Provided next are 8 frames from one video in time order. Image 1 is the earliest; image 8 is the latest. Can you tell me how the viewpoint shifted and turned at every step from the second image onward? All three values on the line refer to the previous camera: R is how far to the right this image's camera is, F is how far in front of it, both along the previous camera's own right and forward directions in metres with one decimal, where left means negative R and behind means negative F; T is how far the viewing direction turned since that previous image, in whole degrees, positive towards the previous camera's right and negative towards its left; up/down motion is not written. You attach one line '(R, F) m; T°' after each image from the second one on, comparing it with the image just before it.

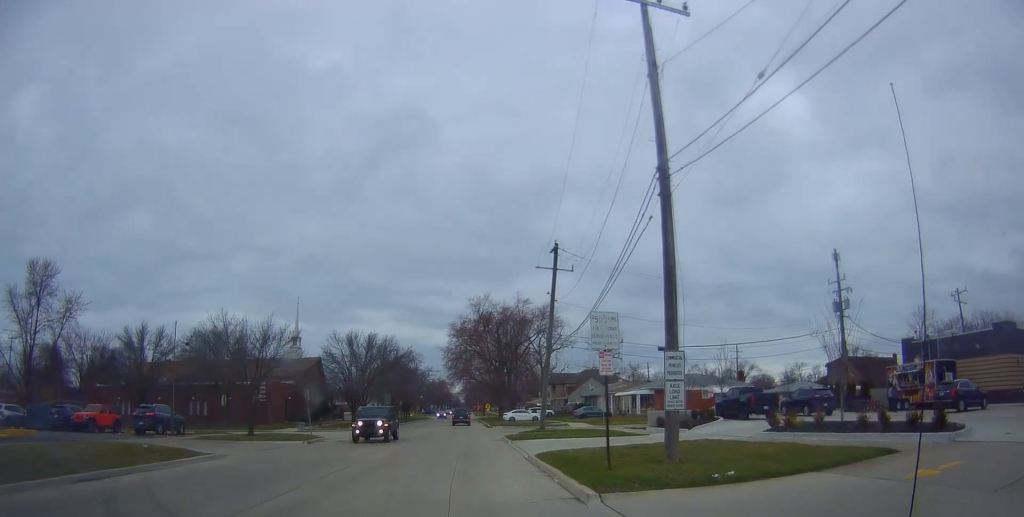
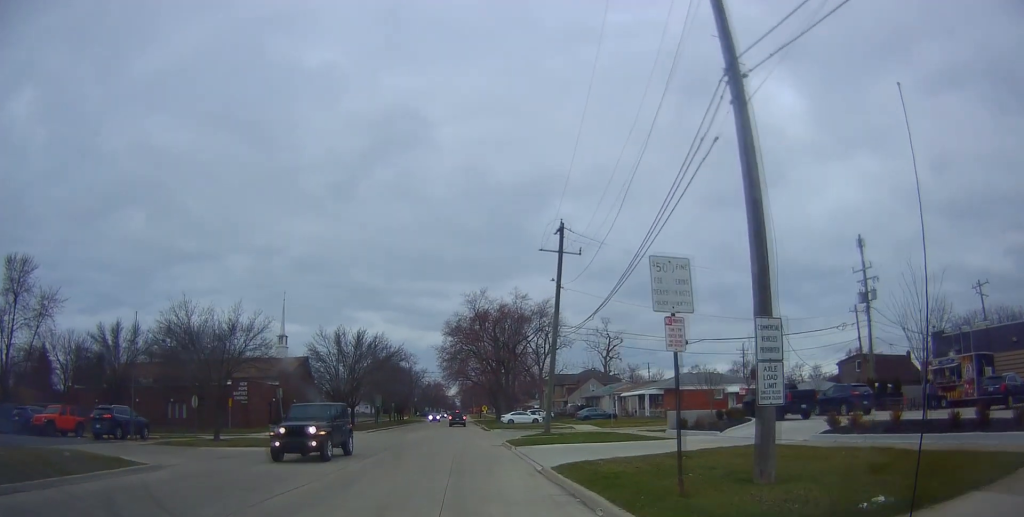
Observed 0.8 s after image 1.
(+0.7, +3.8) m; +8°
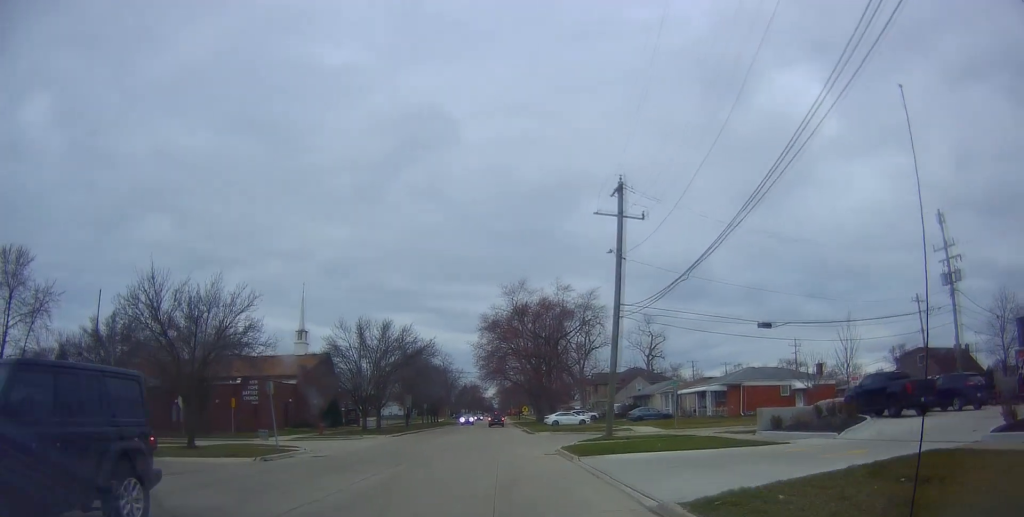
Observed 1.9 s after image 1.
(-0.1, +5.6) m; -3°
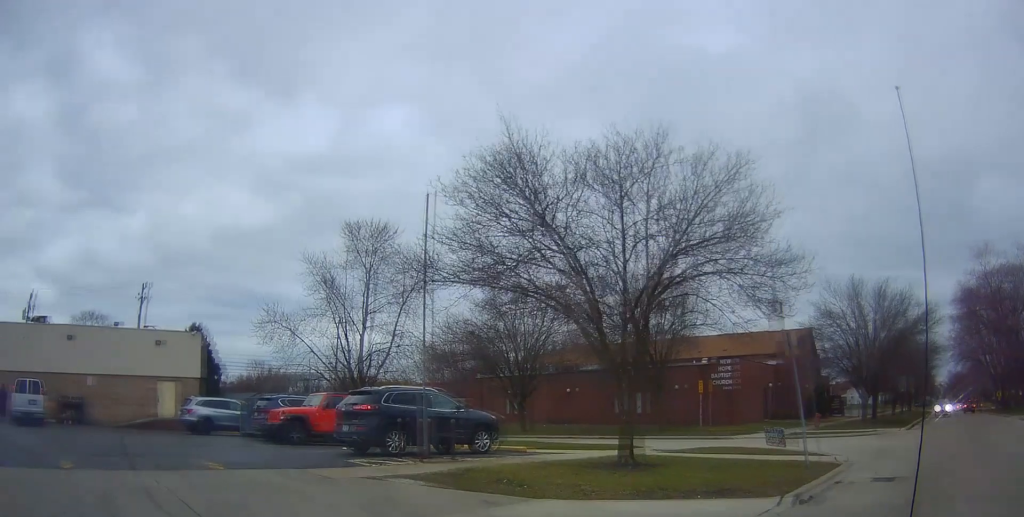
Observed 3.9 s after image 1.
(-1.1, +11.0) m; -13°
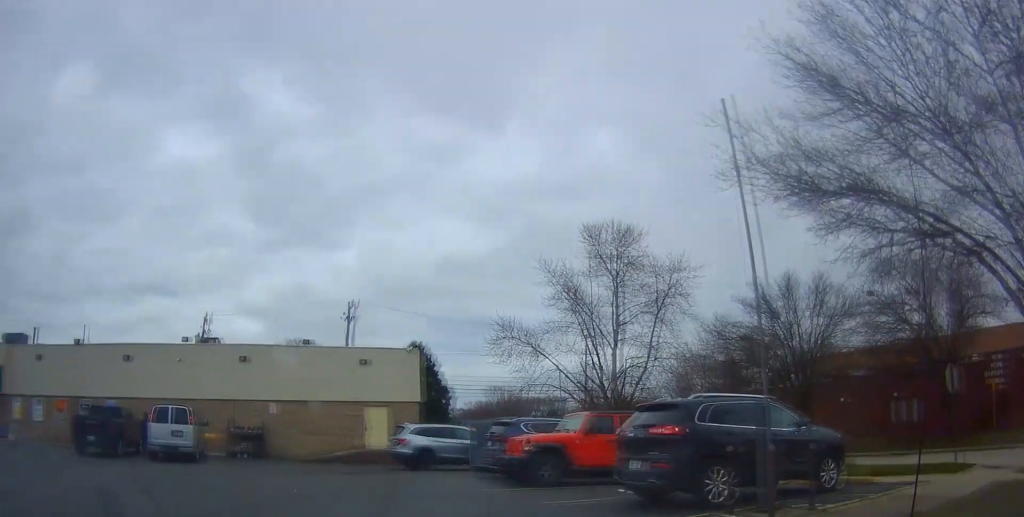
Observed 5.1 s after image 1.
(-0.4, +6.0) m; -15°
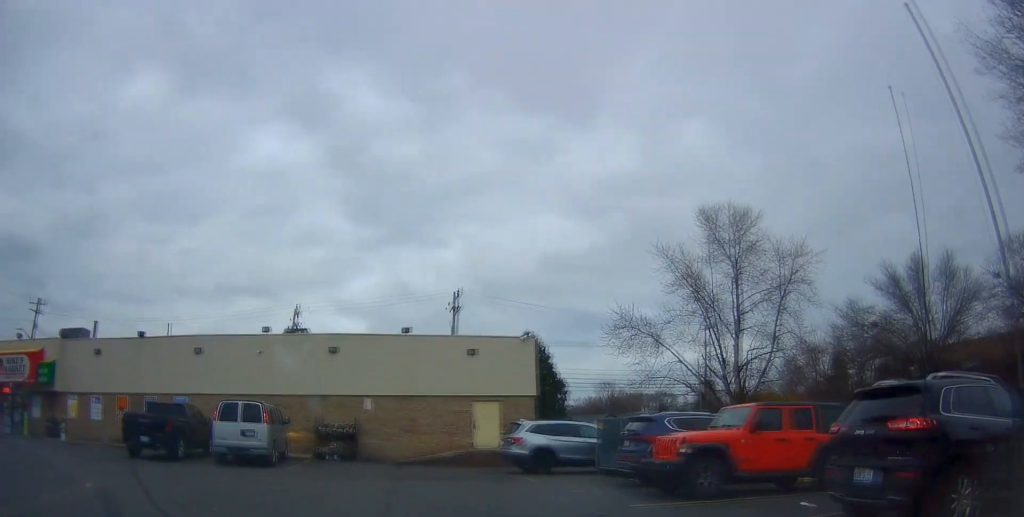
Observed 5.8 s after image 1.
(-0.6, +3.5) m; -14°
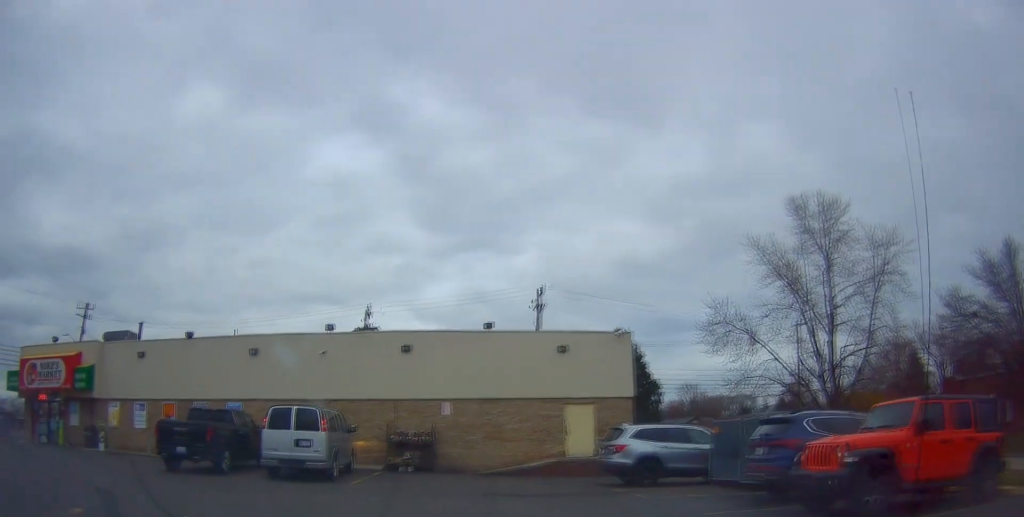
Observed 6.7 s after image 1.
(-0.5, +3.4) m; -16°
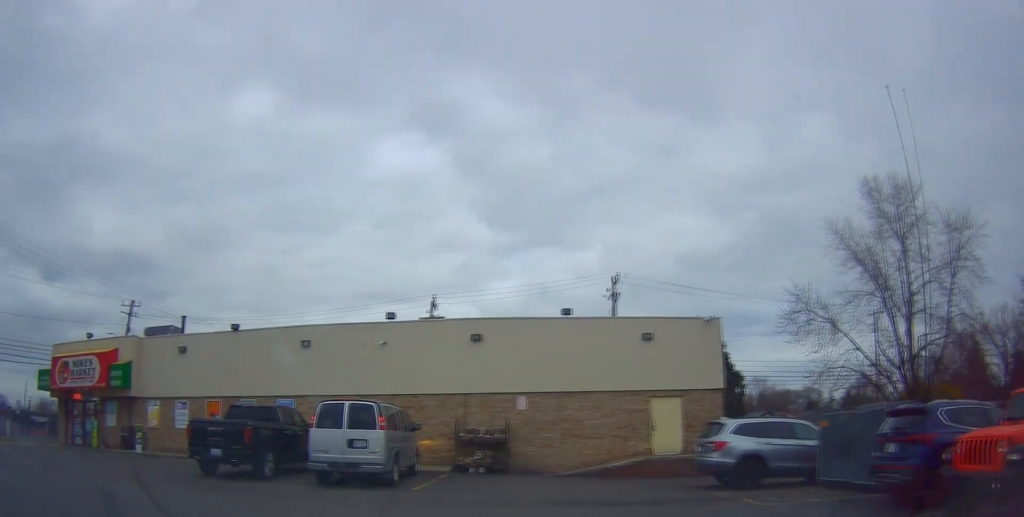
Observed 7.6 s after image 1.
(-0.4, +3.1) m; -16°
